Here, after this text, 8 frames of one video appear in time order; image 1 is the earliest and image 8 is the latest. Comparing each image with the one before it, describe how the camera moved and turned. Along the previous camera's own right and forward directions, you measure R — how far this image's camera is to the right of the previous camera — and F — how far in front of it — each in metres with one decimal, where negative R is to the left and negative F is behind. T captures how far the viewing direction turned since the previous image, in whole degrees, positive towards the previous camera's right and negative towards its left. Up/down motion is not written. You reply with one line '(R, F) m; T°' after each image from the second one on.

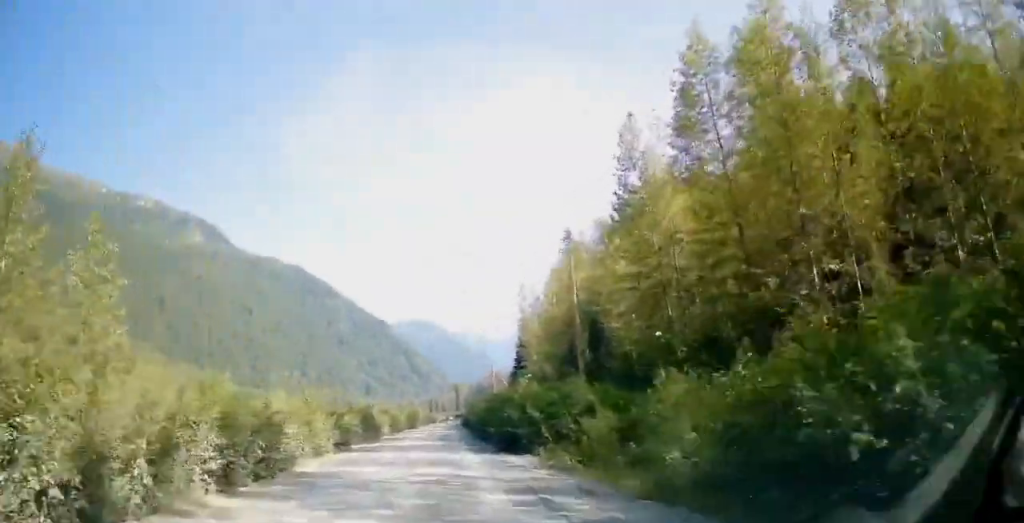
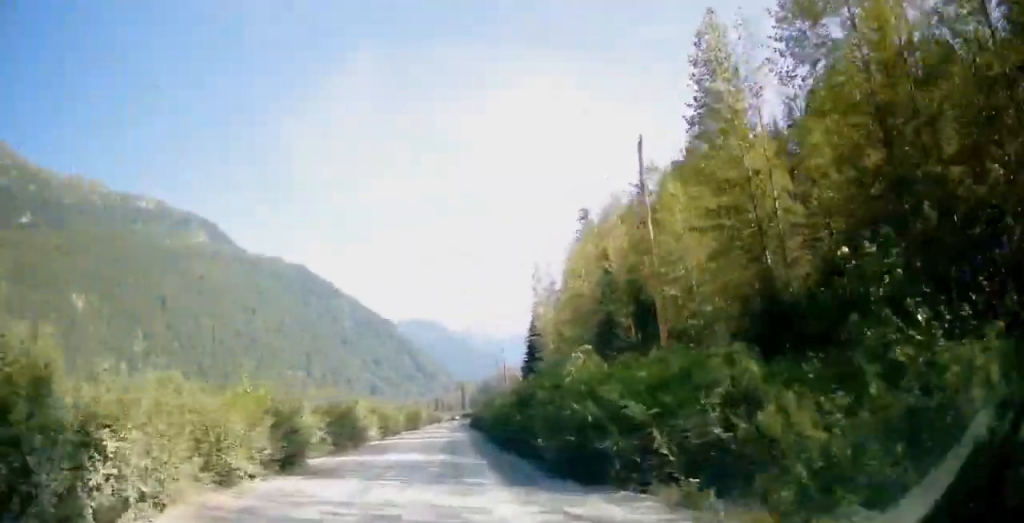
(0.0, +13.7) m; 0°
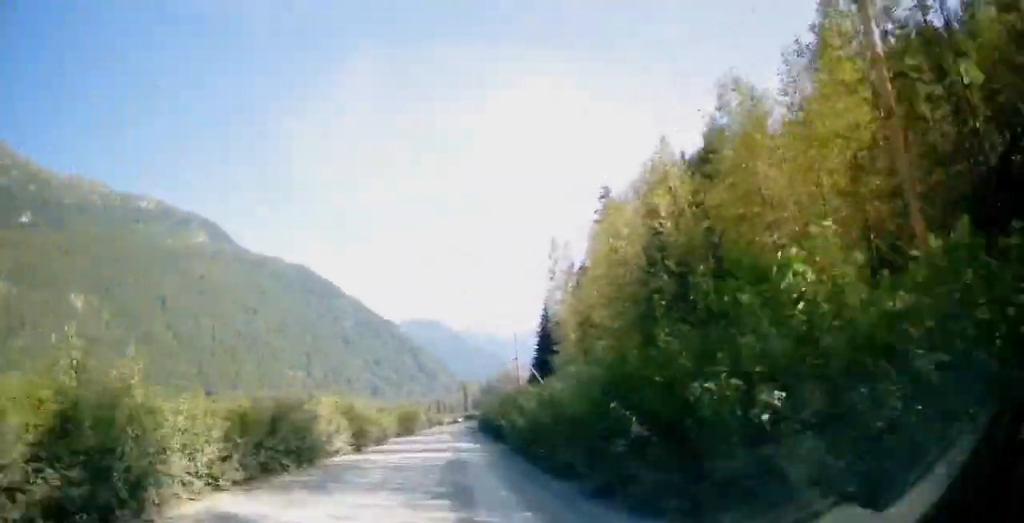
(0.0, +14.4) m; 0°
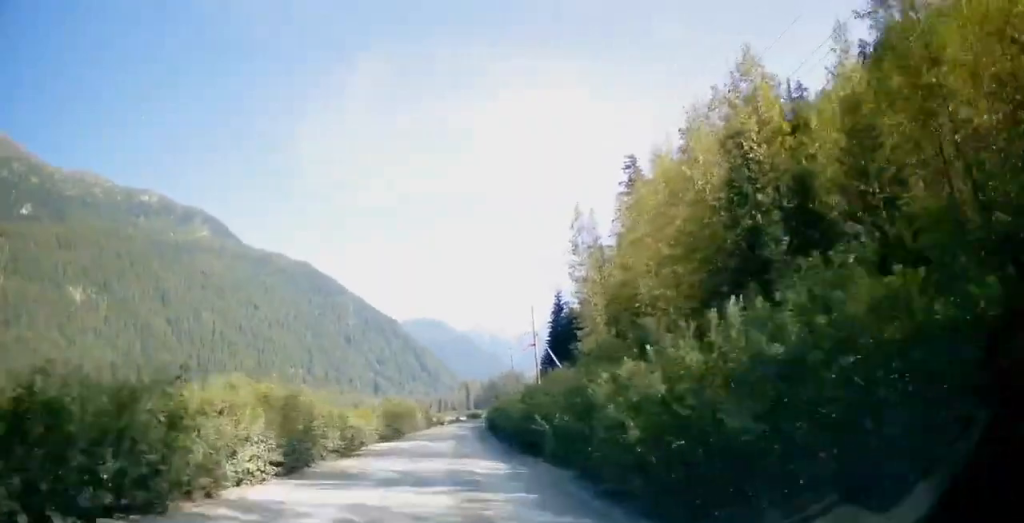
(0.0, +15.0) m; 0°
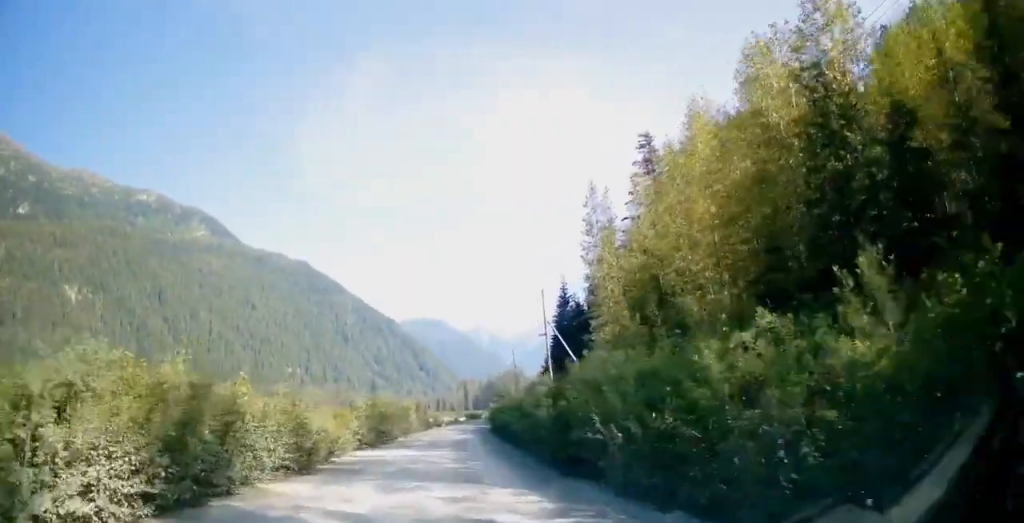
(0.0, +8.8) m; 0°
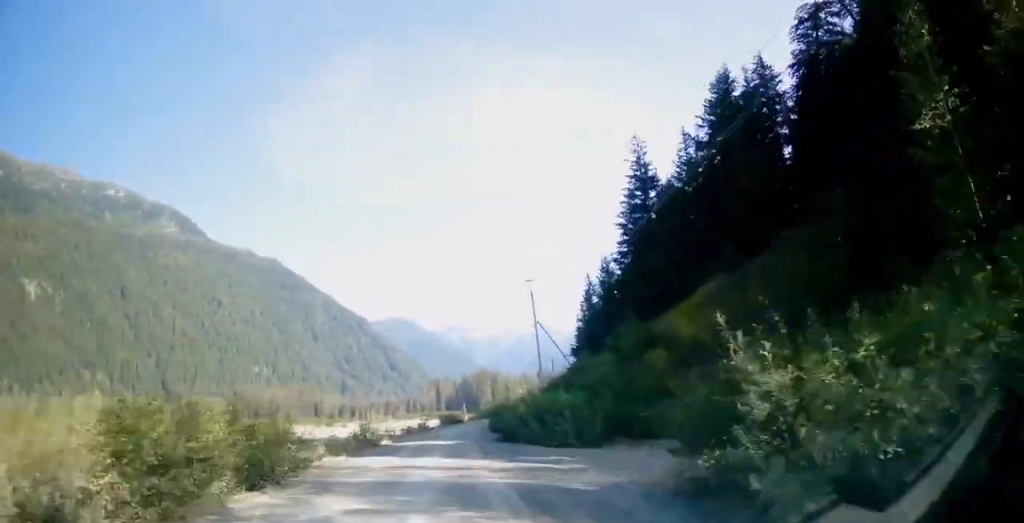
(0.0, +67.4) m; 0°
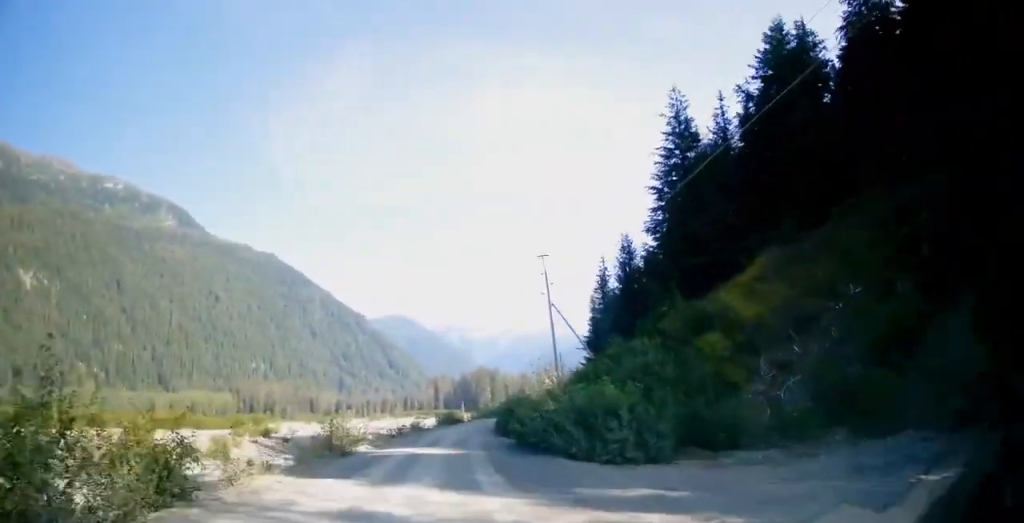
(0.0, +11.4) m; 0°
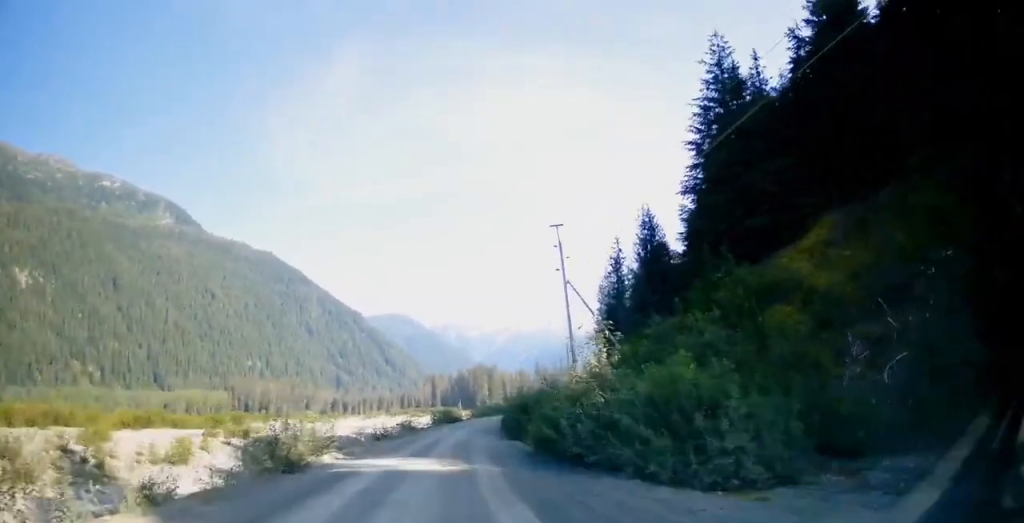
(+0.1, +9.5) m; +1°
